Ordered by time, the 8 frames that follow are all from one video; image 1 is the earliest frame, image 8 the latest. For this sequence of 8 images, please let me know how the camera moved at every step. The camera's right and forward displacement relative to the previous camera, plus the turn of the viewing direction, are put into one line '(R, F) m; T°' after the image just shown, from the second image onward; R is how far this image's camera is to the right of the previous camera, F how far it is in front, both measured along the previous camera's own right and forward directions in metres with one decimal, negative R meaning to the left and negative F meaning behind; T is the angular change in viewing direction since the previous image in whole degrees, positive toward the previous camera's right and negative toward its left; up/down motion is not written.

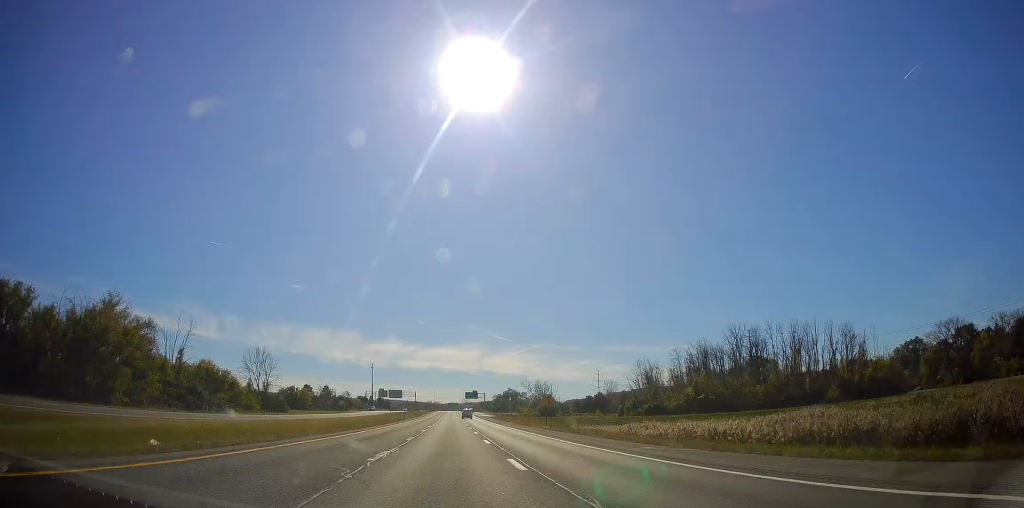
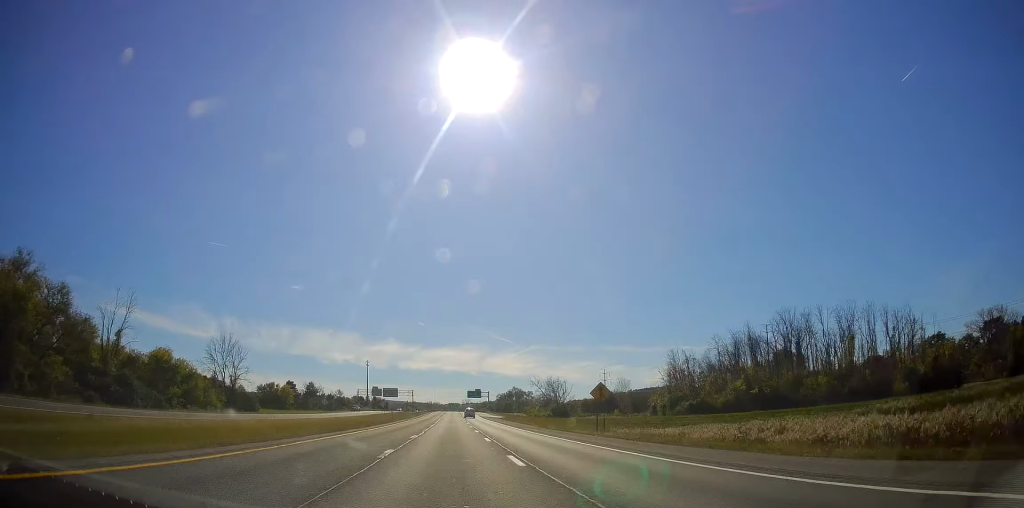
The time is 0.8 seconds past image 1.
(+0.2, +23.2) m; +2°
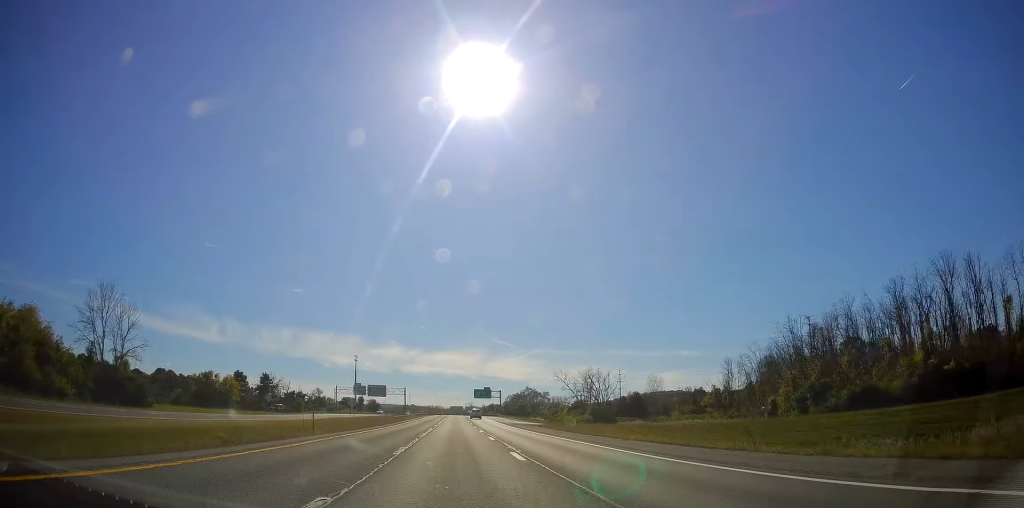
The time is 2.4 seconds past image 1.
(+0.6, +47.3) m; -1°
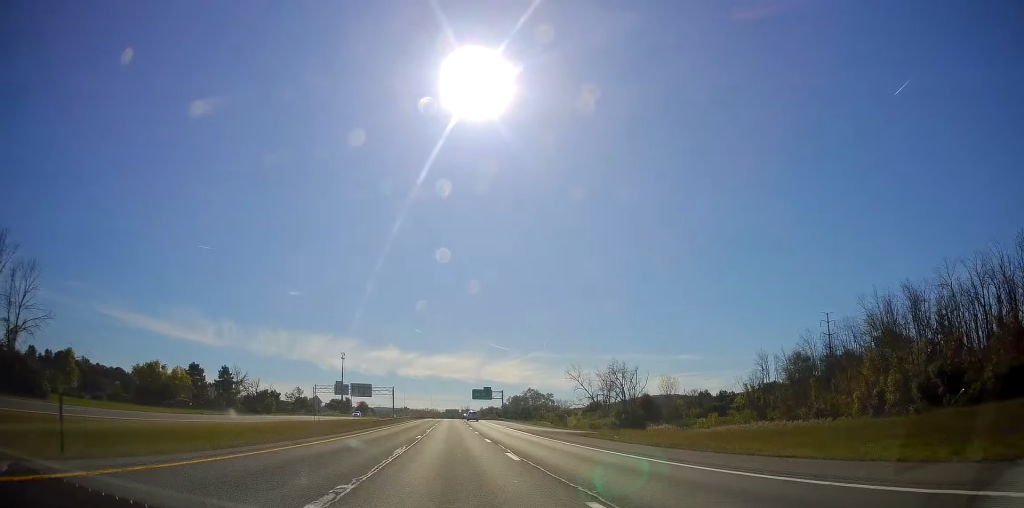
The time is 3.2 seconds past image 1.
(-0.3, +23.2) m; -1°
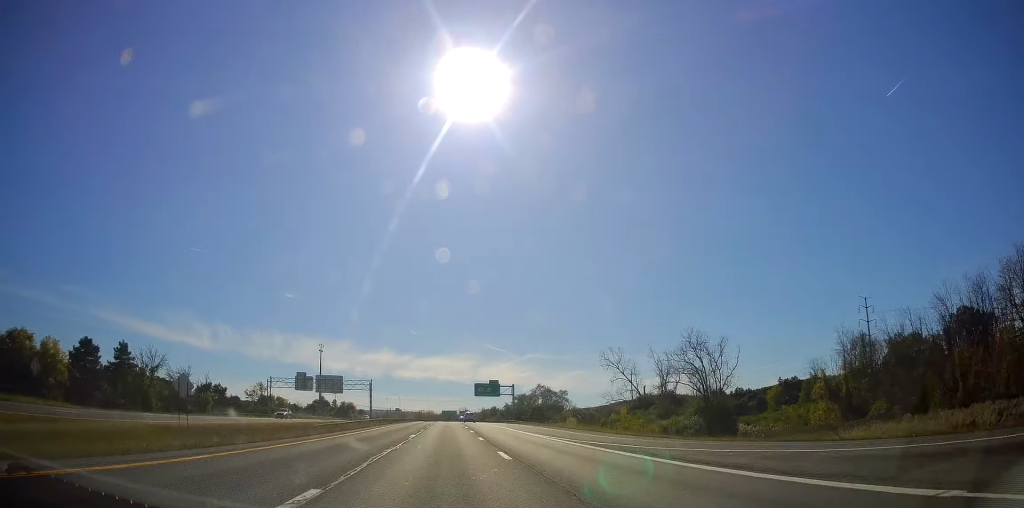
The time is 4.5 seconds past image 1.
(0.0, +37.8) m; +1°
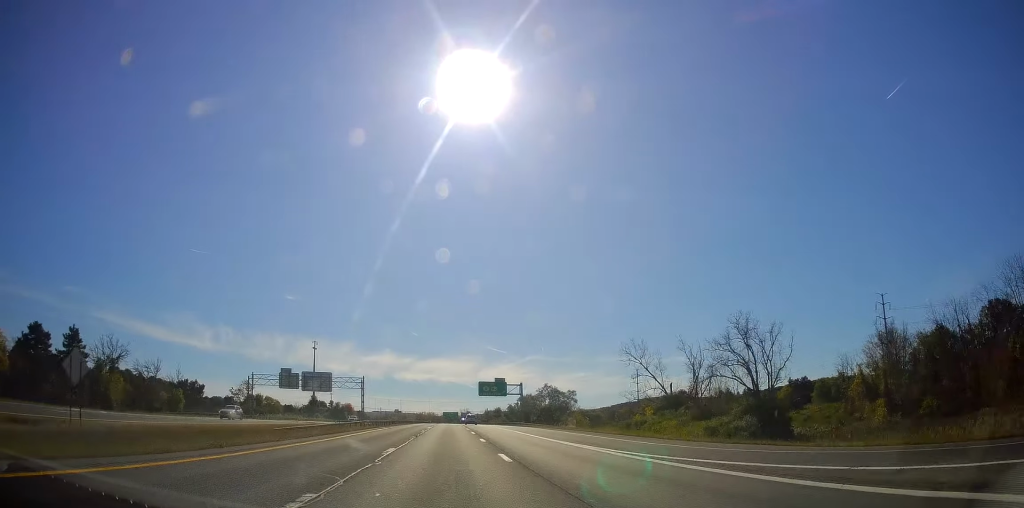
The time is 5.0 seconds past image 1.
(+0.3, +12.6) m; 0°
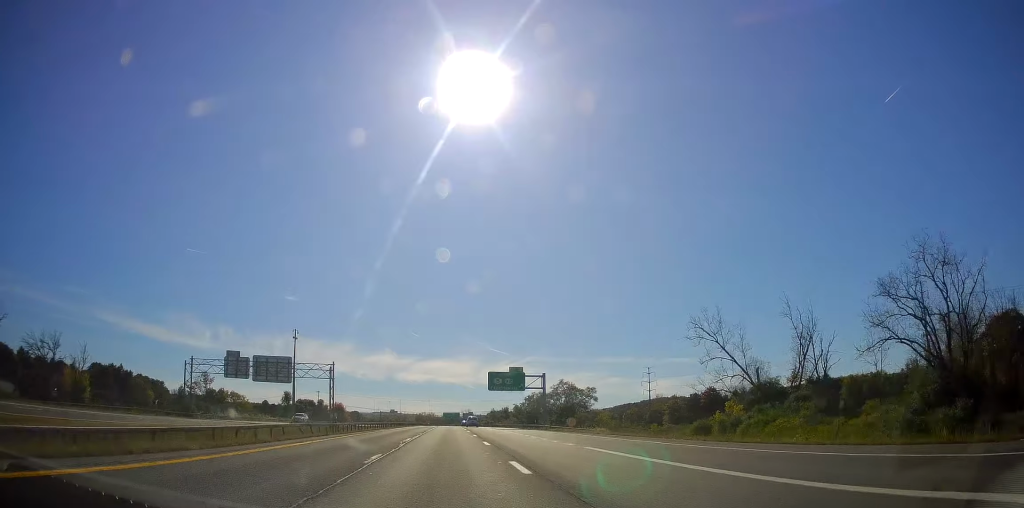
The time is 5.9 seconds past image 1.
(+0.1, +28.1) m; 0°
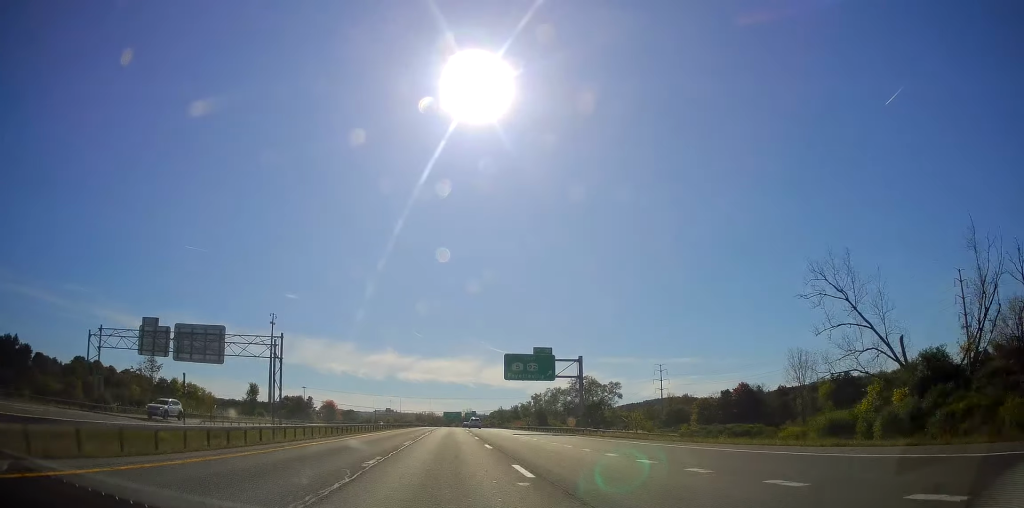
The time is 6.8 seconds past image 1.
(-0.3, +25.1) m; 0°
